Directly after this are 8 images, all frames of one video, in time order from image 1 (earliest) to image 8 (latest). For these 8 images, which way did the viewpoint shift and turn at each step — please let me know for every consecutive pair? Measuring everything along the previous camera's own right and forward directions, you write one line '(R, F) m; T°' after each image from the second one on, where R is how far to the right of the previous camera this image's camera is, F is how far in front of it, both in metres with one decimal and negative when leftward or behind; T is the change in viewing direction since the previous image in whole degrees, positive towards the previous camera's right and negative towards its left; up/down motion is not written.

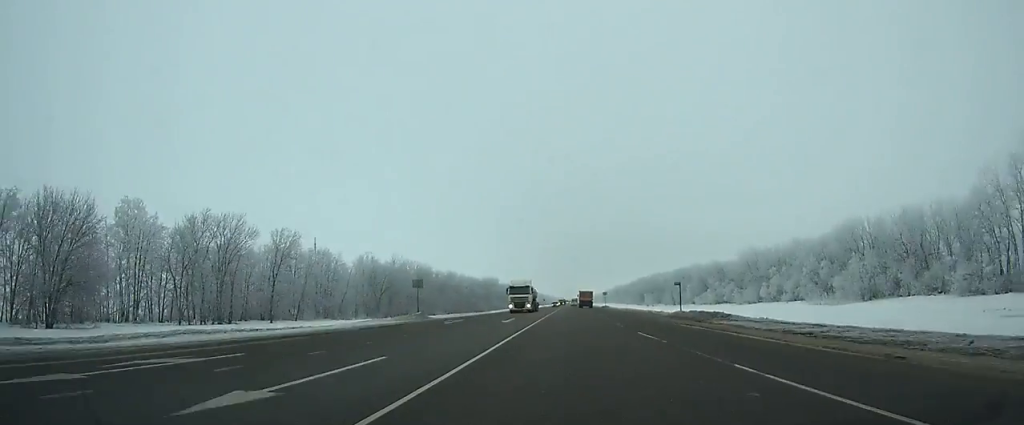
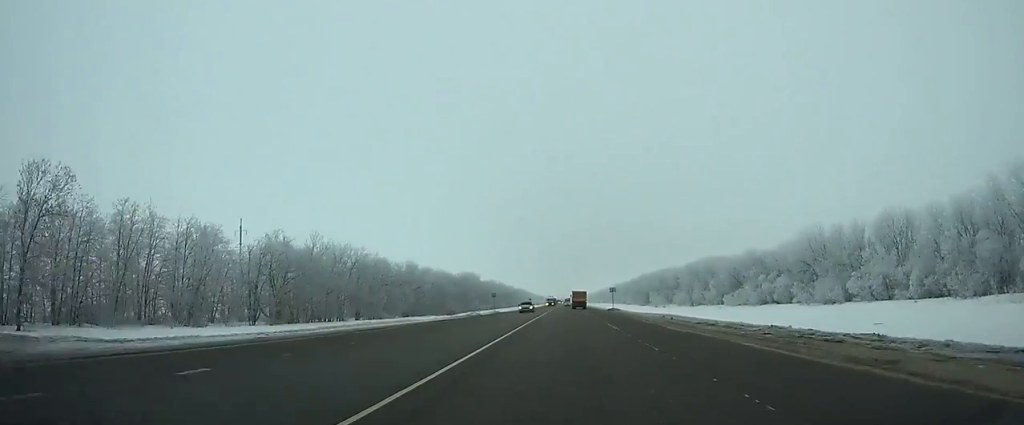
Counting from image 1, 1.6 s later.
(+0.1, +45.4) m; 0°
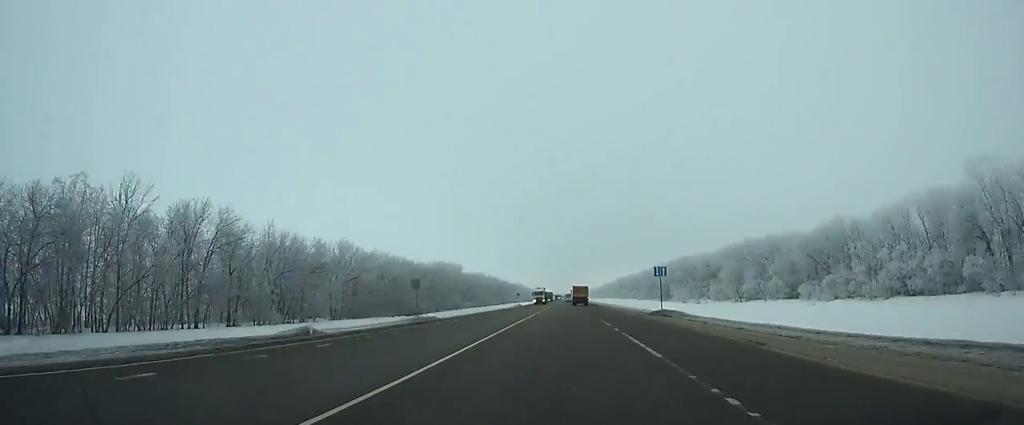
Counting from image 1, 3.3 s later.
(+0.1, +48.4) m; 0°
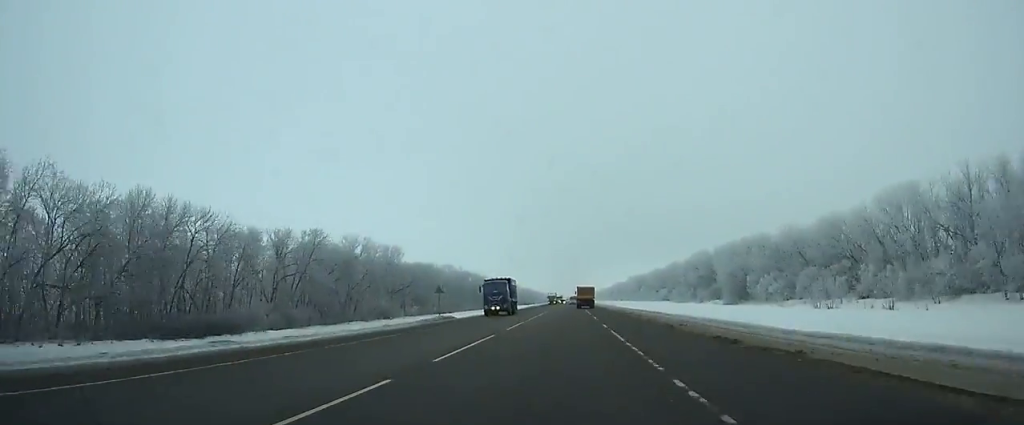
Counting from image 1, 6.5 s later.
(-0.2, +87.2) m; 0°
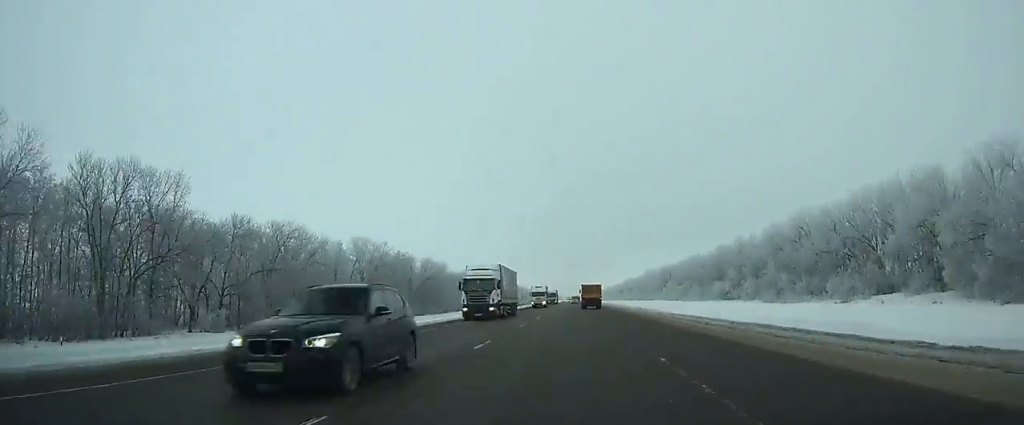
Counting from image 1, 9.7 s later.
(-0.3, +83.5) m; 0°
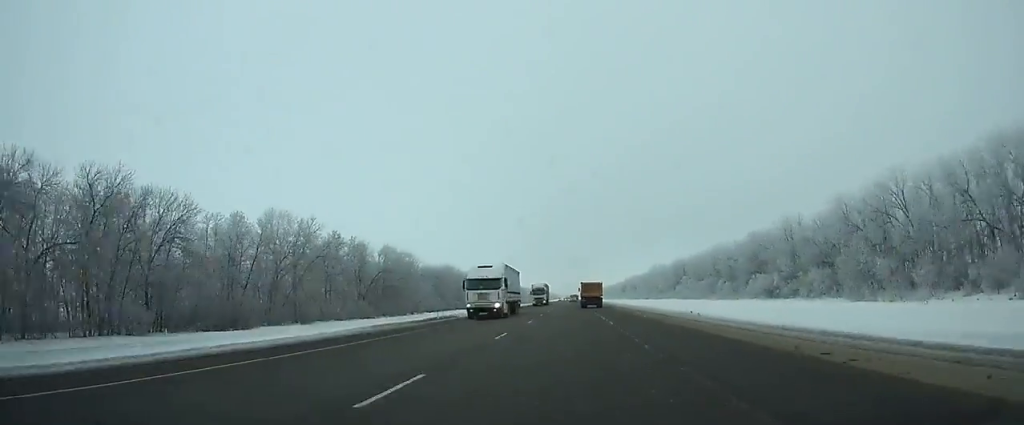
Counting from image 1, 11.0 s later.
(-0.1, +33.3) m; 0°
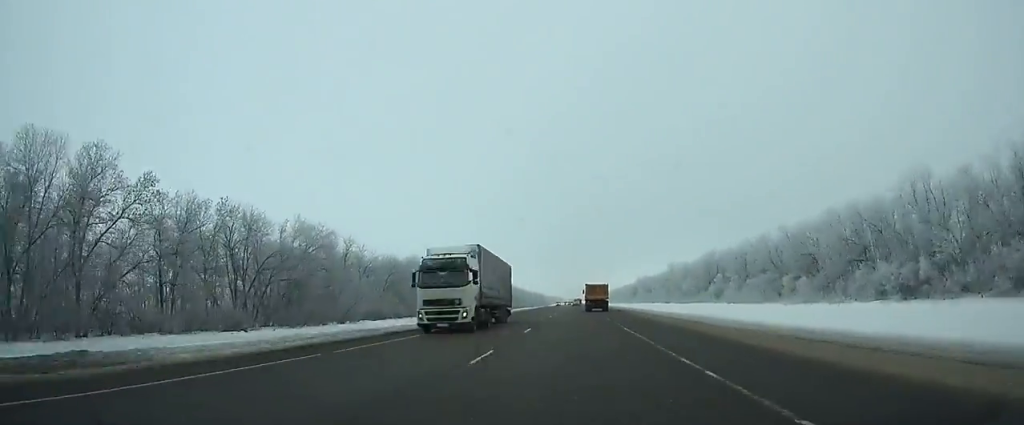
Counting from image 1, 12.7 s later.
(-0.1, +43.4) m; 0°
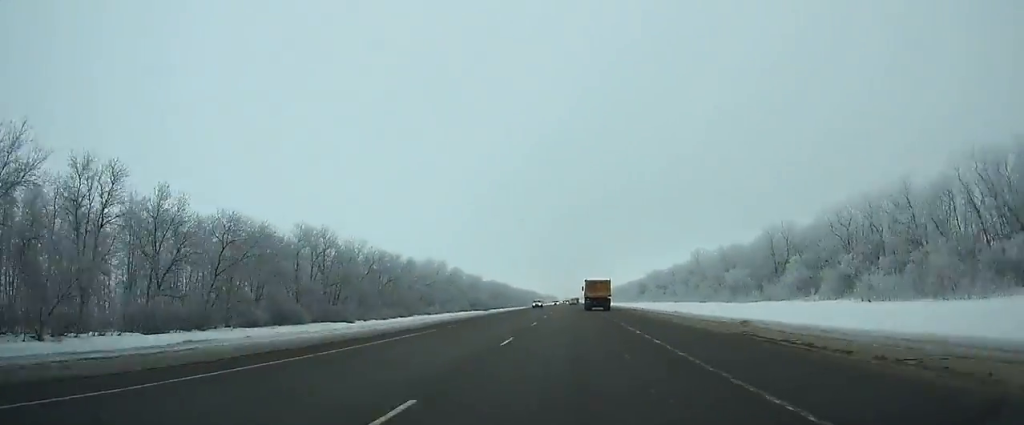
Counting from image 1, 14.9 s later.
(0.0, +56.2) m; 0°
